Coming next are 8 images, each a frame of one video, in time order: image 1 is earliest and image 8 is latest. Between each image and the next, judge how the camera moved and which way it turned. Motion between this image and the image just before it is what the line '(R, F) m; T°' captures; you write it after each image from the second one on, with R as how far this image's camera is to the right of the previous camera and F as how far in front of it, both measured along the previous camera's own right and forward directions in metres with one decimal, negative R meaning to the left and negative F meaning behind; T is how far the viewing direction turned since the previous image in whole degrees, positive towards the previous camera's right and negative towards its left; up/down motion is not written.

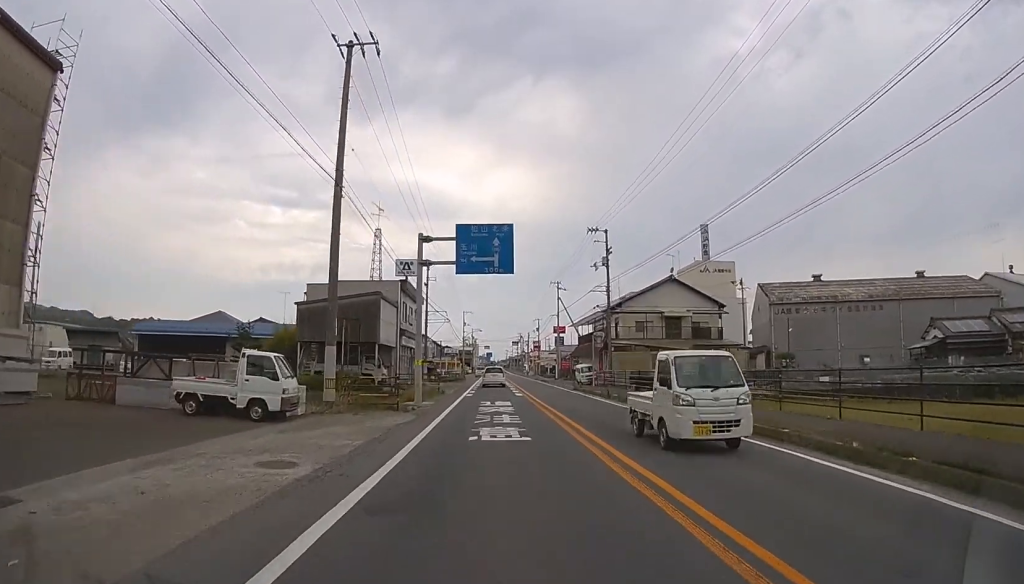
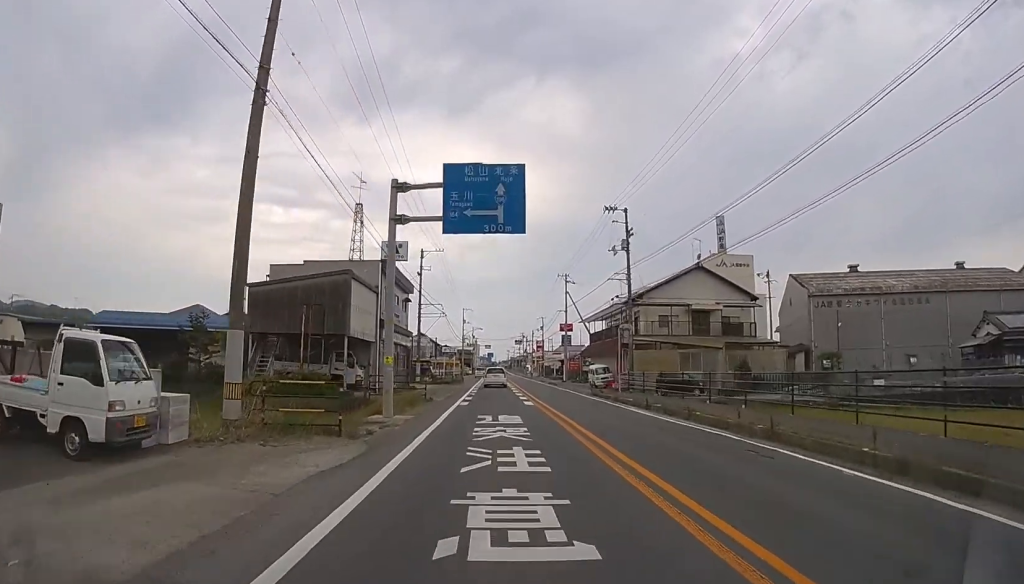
(0.0, +7.1) m; 0°
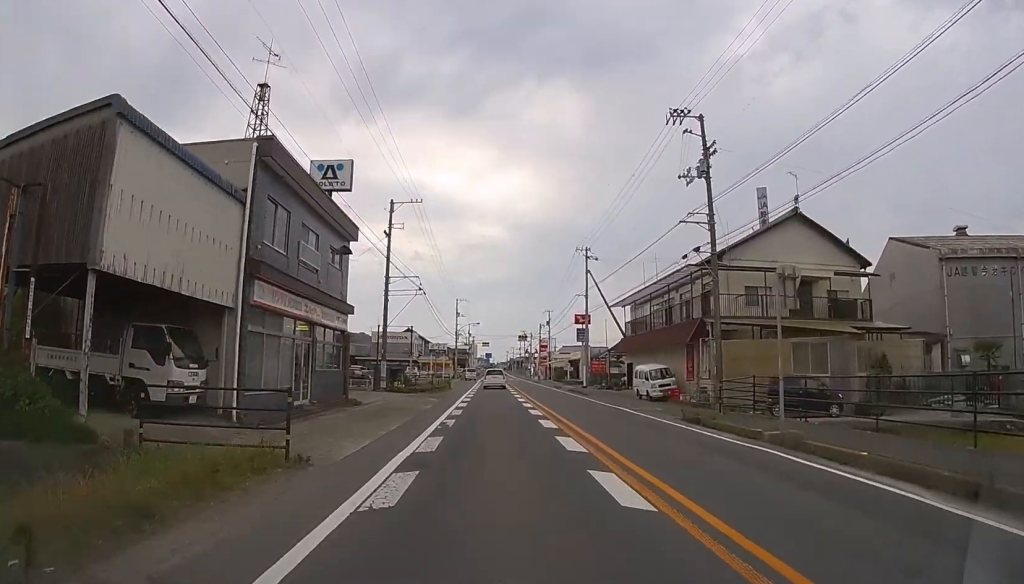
(0.0, +16.0) m; 0°
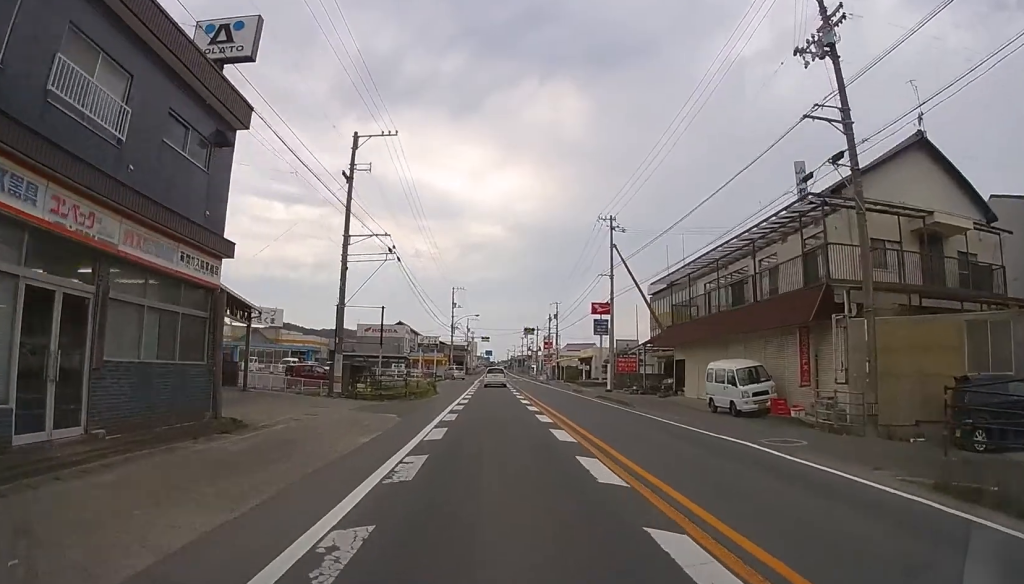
(0.0, +11.2) m; 0°
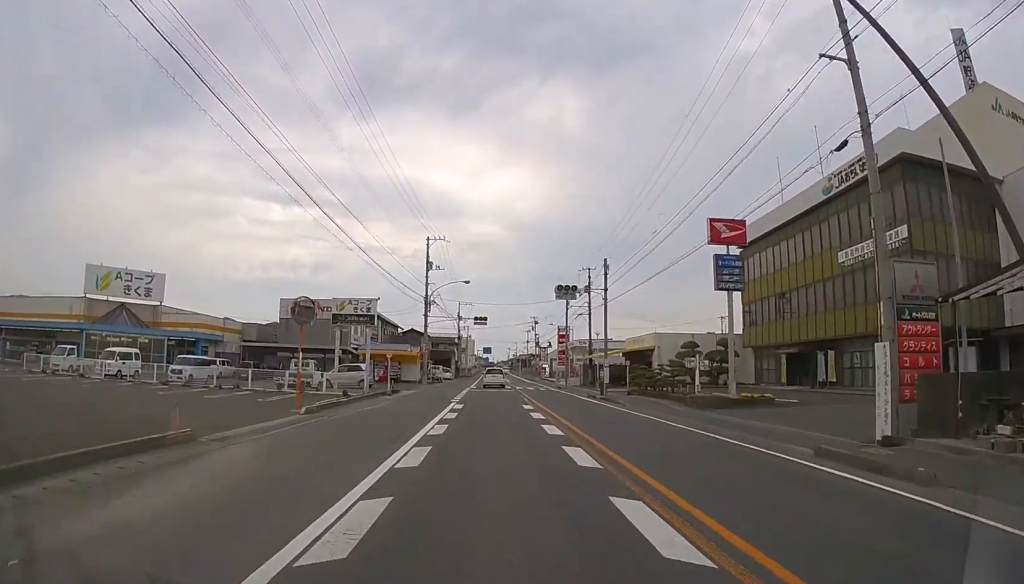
(0.0, +30.7) m; 0°
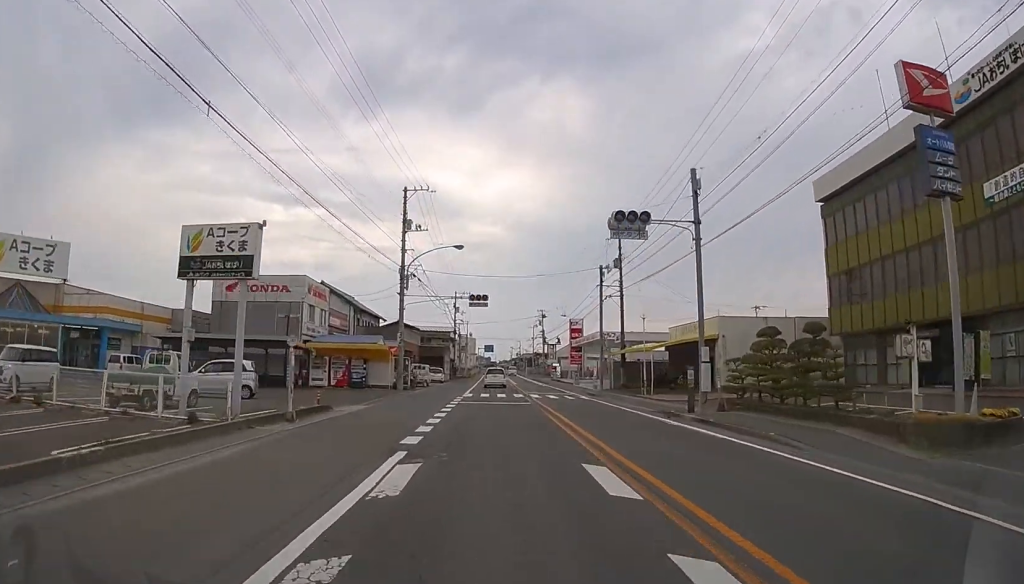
(0.0, +13.2) m; 0°
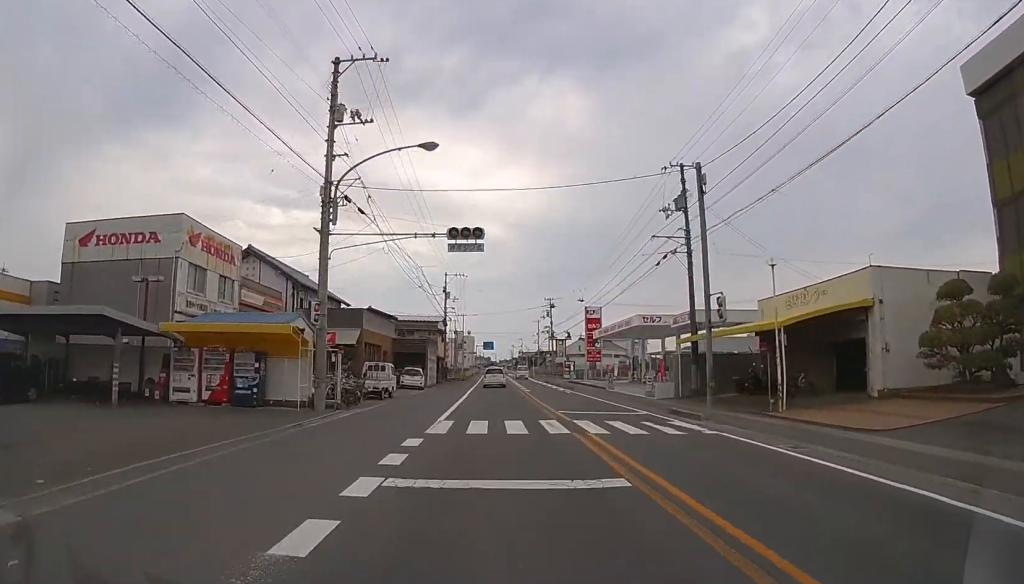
(0.0, +16.1) m; 0°
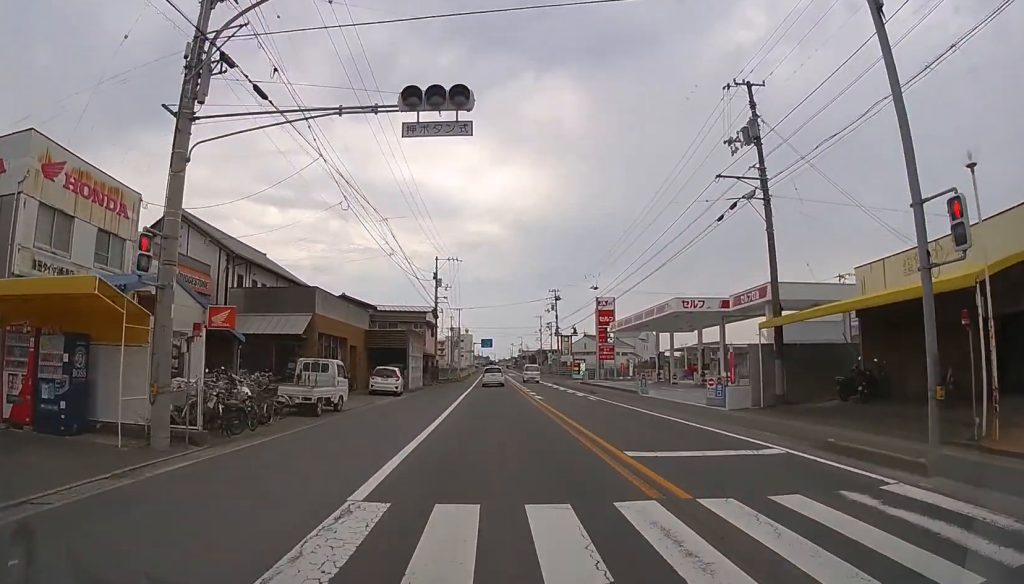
(0.0, +9.2) m; 0°
